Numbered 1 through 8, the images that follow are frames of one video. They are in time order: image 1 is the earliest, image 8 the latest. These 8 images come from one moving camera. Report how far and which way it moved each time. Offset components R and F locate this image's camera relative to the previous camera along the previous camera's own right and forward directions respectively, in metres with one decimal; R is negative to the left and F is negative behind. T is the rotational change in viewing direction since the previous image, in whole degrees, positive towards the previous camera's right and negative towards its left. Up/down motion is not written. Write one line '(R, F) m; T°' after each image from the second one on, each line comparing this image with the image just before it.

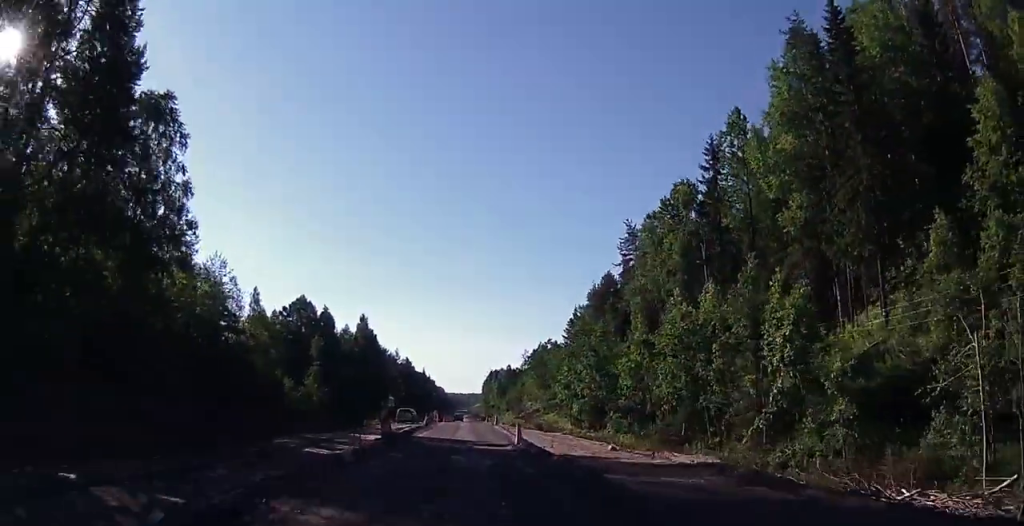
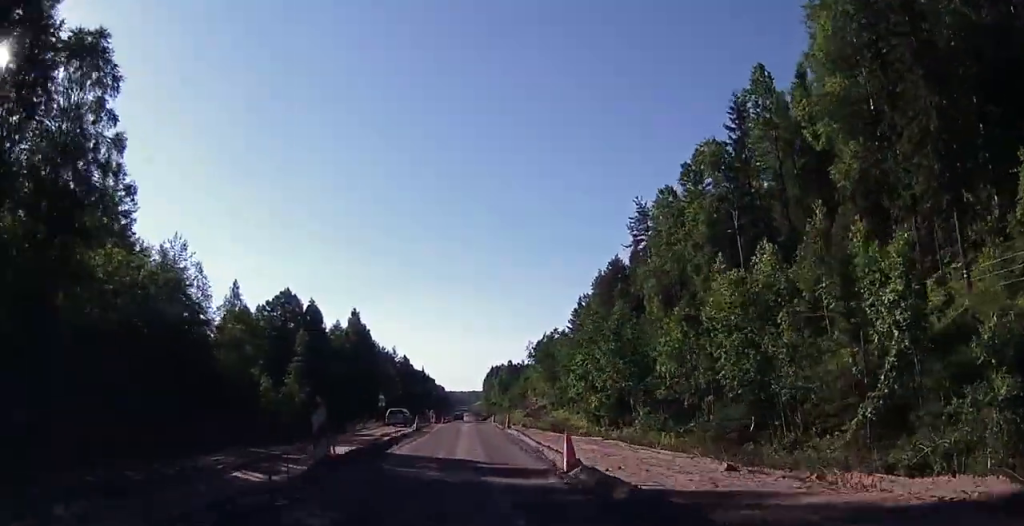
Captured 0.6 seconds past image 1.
(-0.1, +9.7) m; 0°
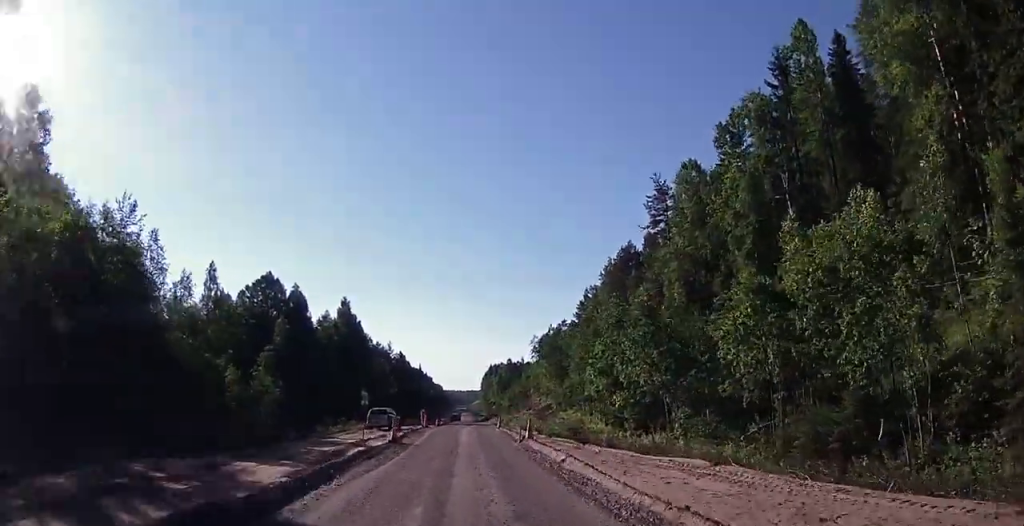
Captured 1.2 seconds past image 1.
(0.0, +10.2) m; 0°
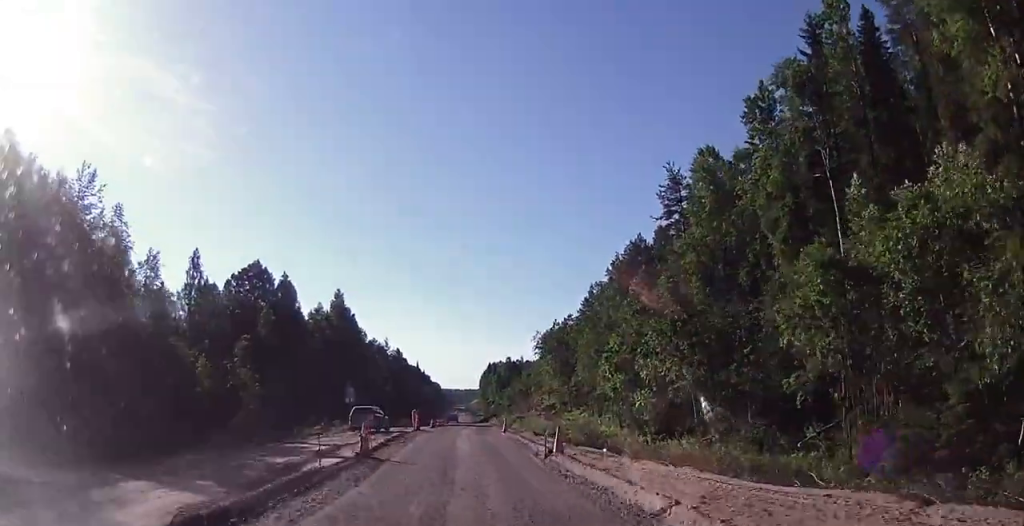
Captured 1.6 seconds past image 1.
(0.0, +6.5) m; 0°
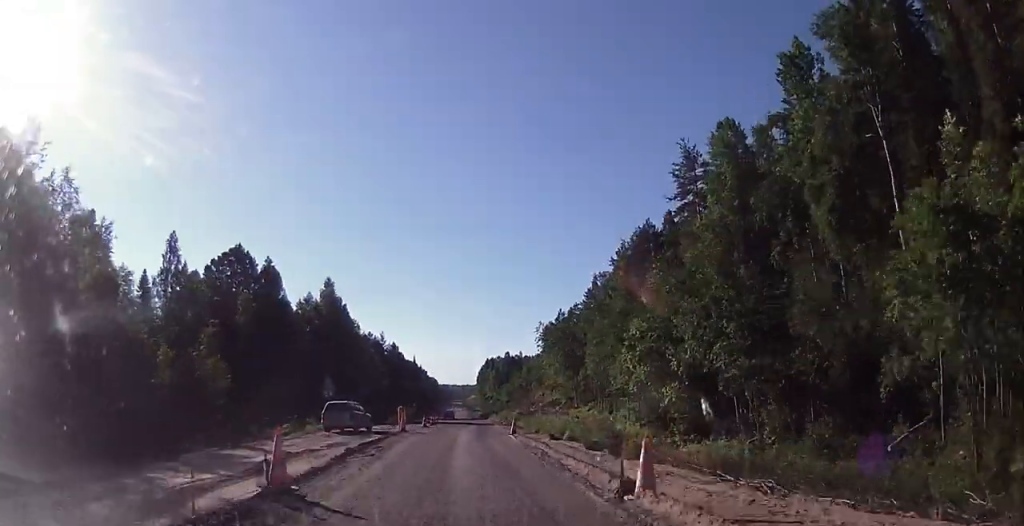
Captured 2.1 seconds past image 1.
(0.0, +7.0) m; 0°
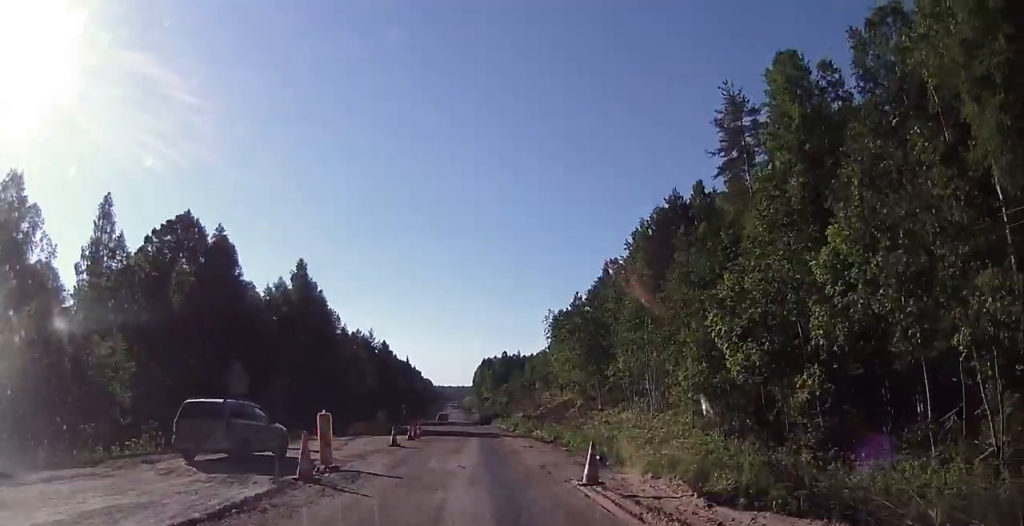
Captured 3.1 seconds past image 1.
(+0.1, +16.8) m; 0°
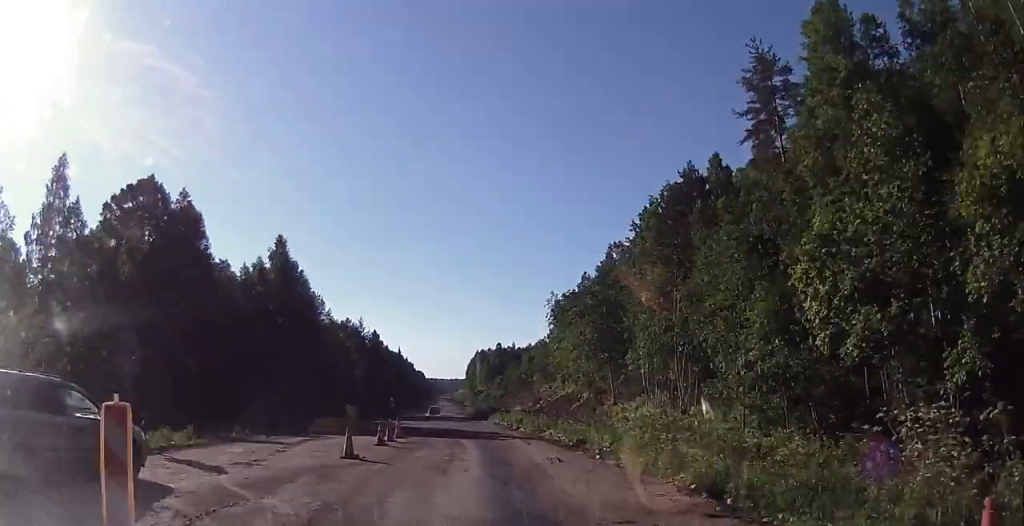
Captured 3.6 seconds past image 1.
(0.0, +8.6) m; 0°
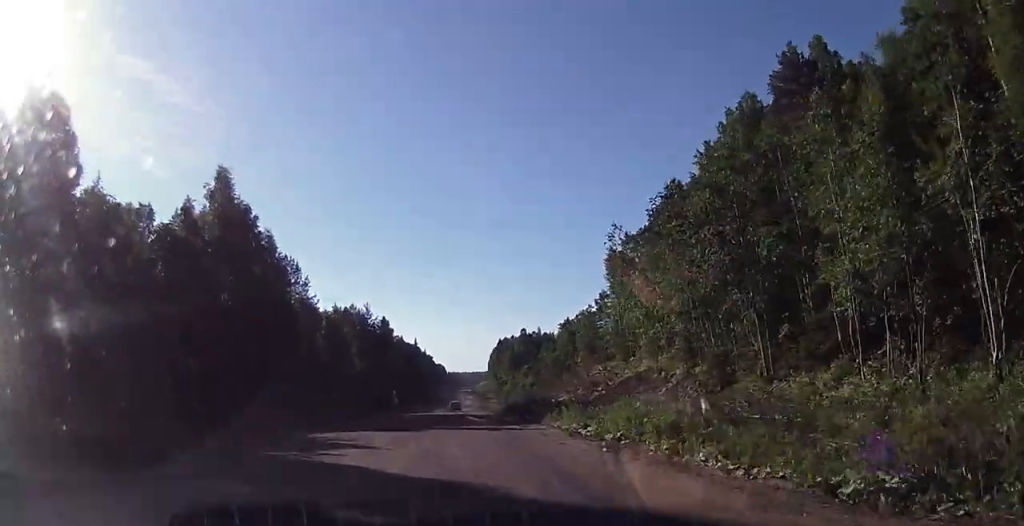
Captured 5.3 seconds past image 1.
(-0.7, +27.0) m; -3°
